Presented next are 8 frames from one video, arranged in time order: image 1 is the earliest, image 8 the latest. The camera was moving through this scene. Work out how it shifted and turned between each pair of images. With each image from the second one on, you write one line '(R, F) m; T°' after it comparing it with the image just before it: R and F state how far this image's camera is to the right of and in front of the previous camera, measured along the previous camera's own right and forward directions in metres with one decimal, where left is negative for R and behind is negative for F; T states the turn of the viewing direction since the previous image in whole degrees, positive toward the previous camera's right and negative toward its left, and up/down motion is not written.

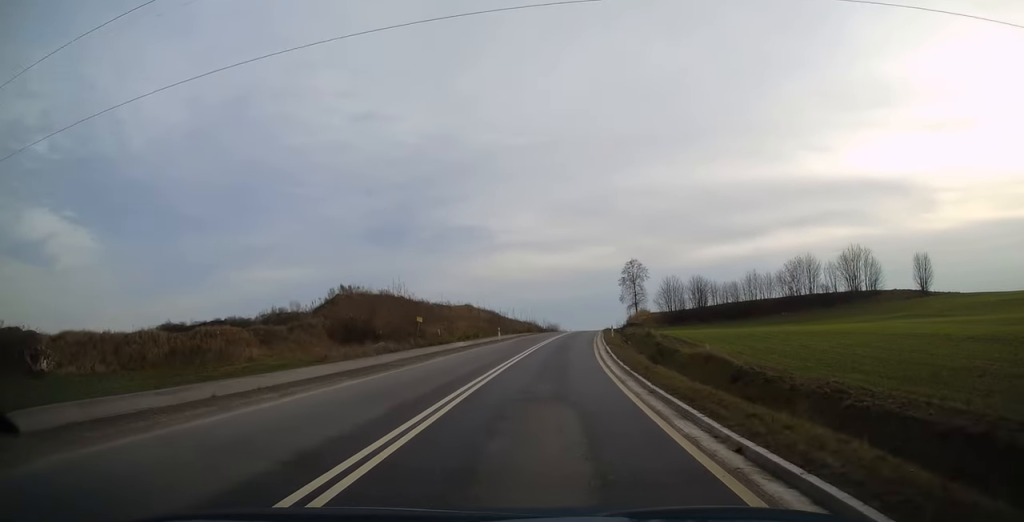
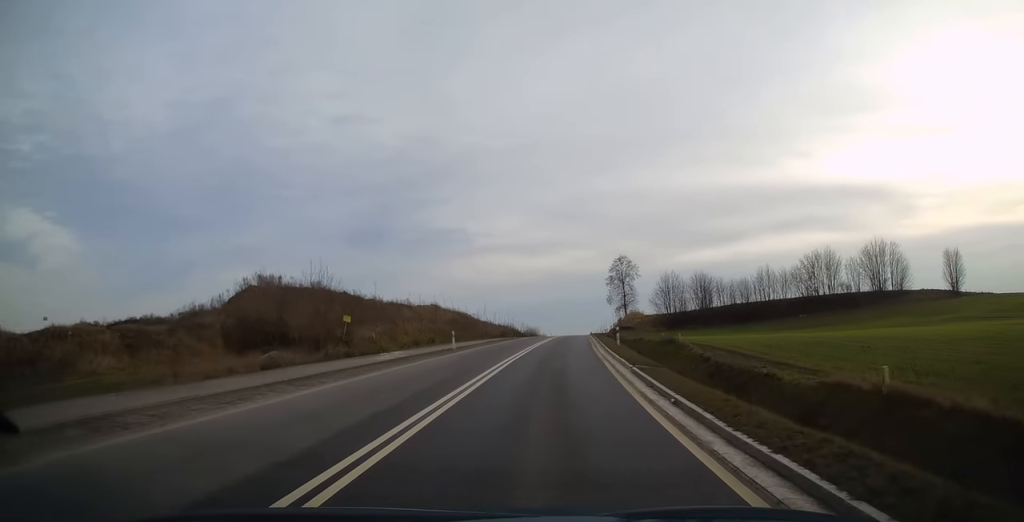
(+0.3, +15.7) m; +2°
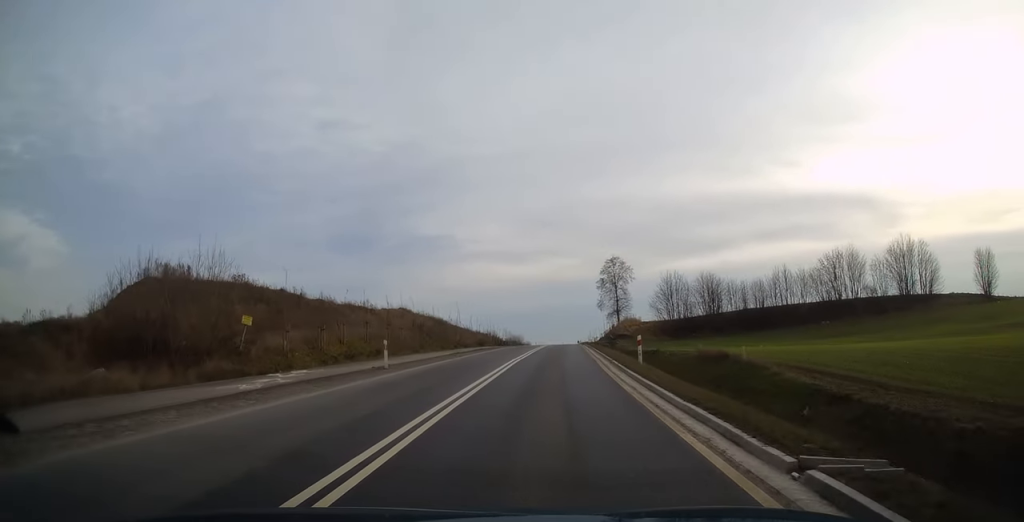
(+0.2, +12.3) m; +2°
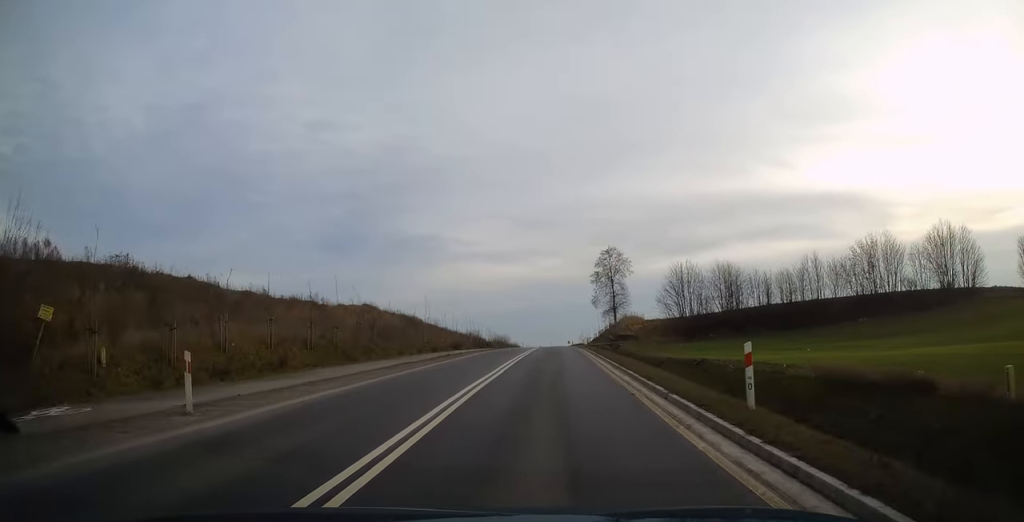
(+0.2, +12.8) m; +1°
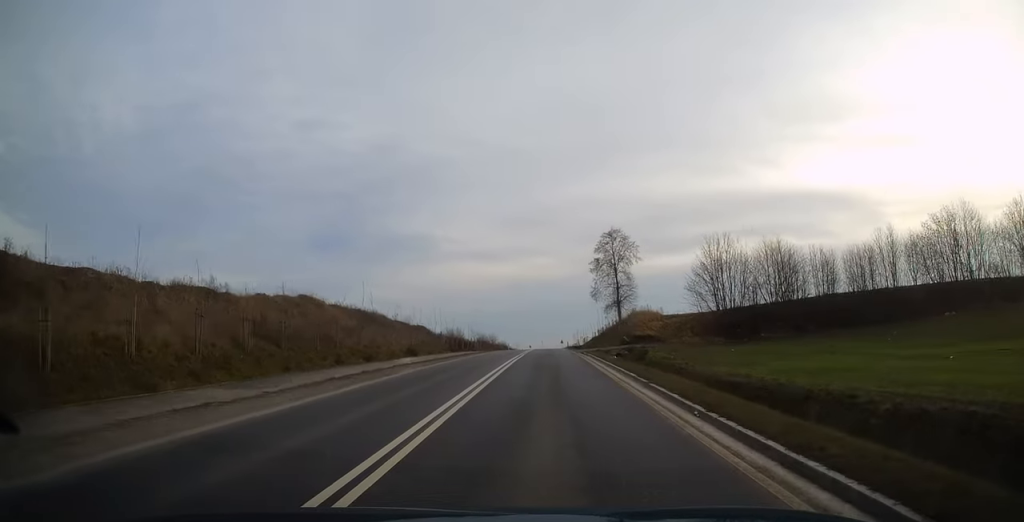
(+0.2, +17.9) m; +1°
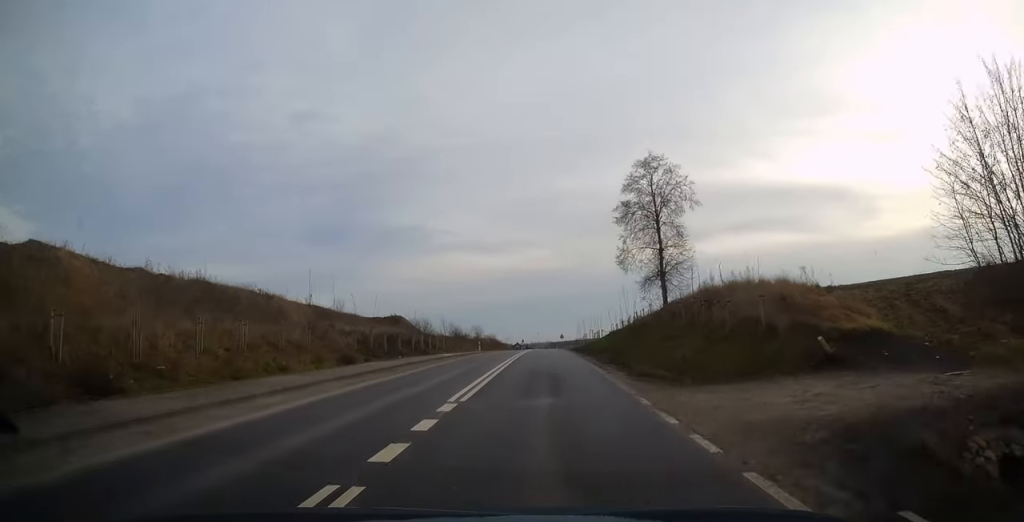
(+0.6, +35.2) m; +1°
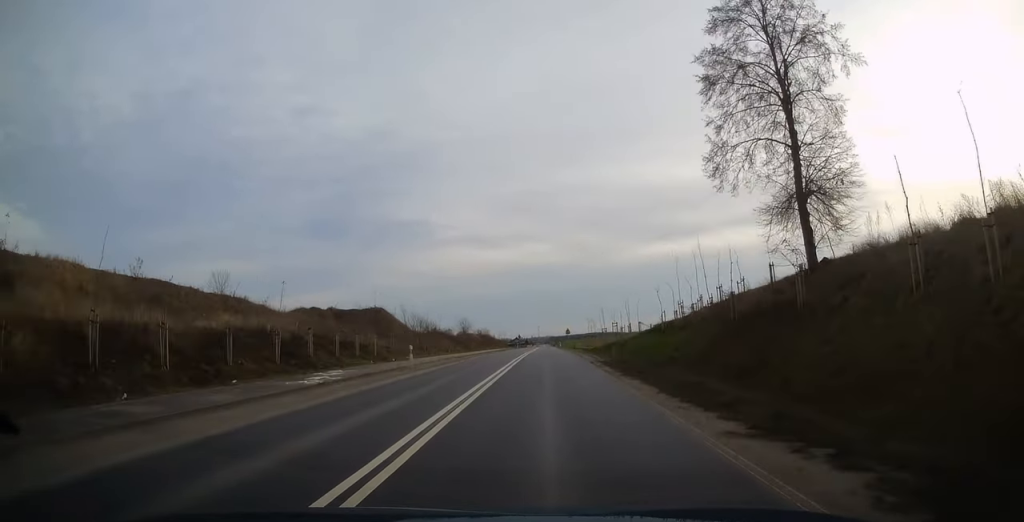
(+0.3, +29.0) m; +1°
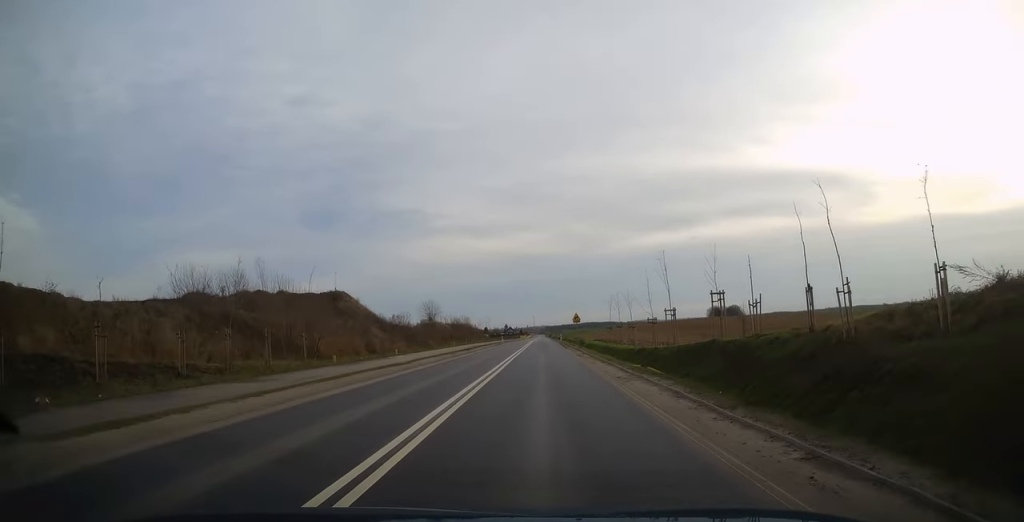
(+0.3, +36.6) m; 0°
